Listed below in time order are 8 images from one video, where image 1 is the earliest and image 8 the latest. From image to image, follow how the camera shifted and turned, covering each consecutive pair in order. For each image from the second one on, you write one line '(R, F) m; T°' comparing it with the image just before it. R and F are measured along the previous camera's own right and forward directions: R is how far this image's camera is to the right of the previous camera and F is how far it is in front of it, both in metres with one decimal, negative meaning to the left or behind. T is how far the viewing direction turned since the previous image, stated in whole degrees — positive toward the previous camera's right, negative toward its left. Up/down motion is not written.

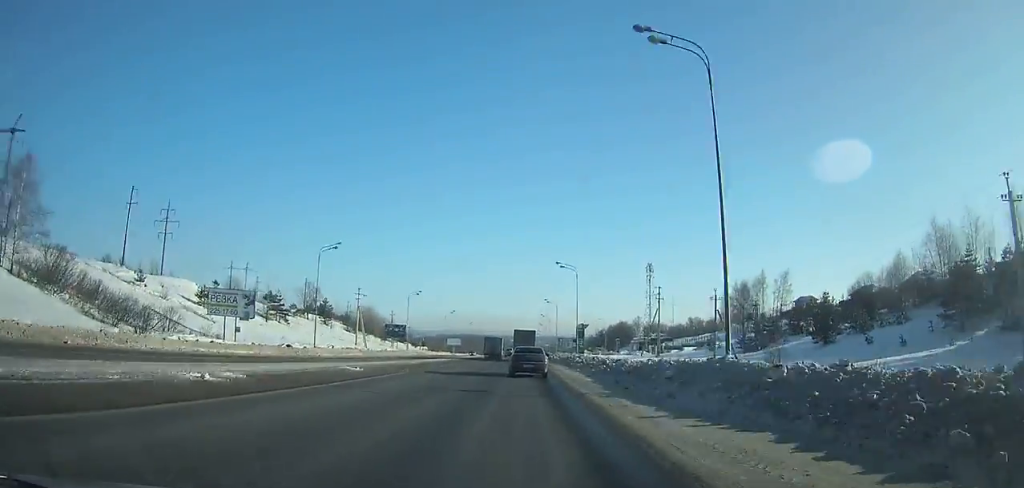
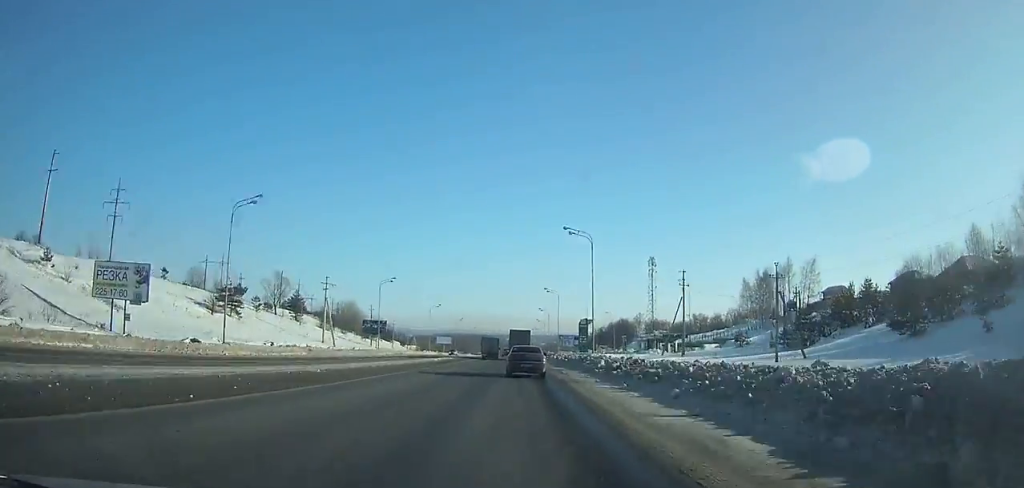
(0.0, +19.4) m; 0°
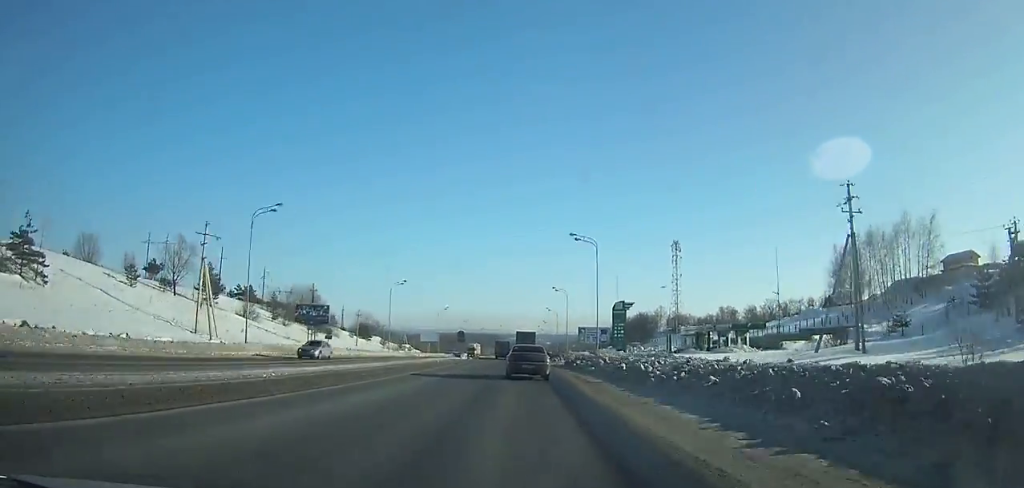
(-0.2, +46.2) m; 0°
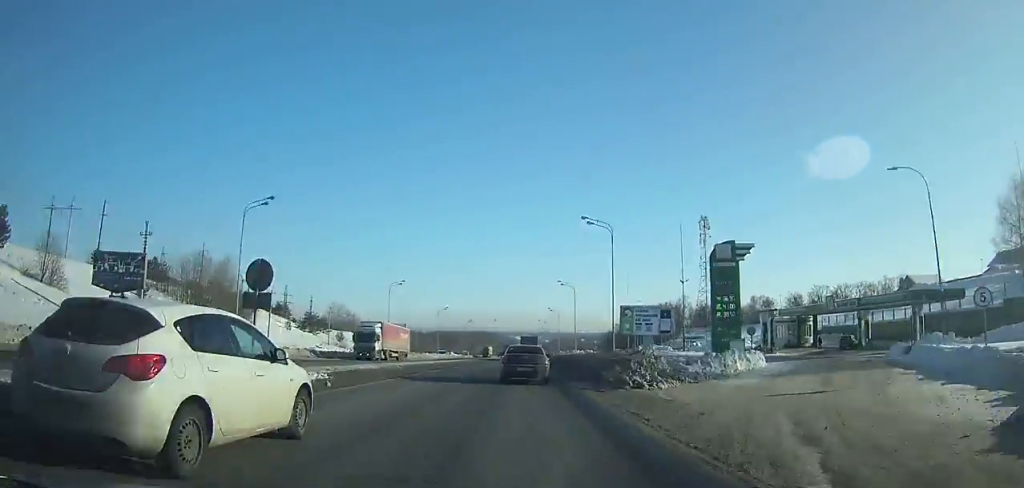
(+0.1, +52.7) m; 0°
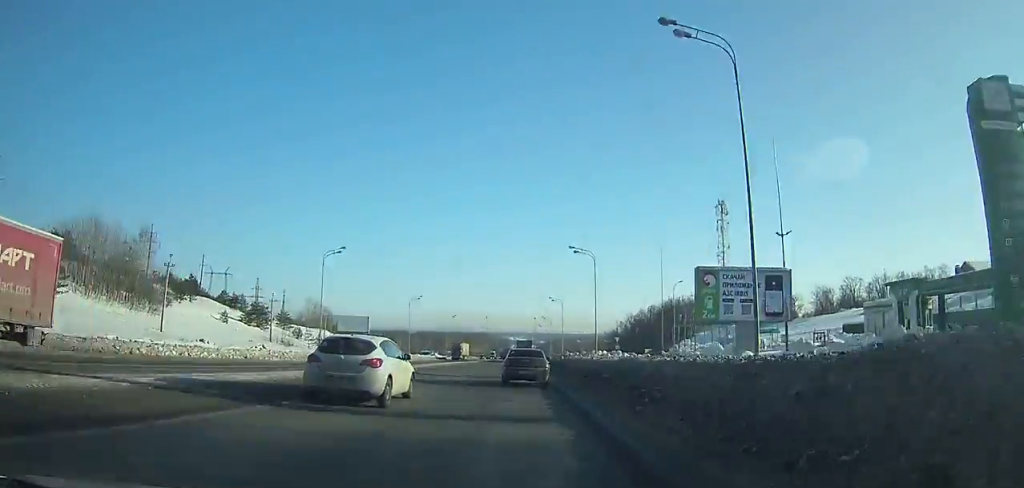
(0.0, +30.6) m; 0°
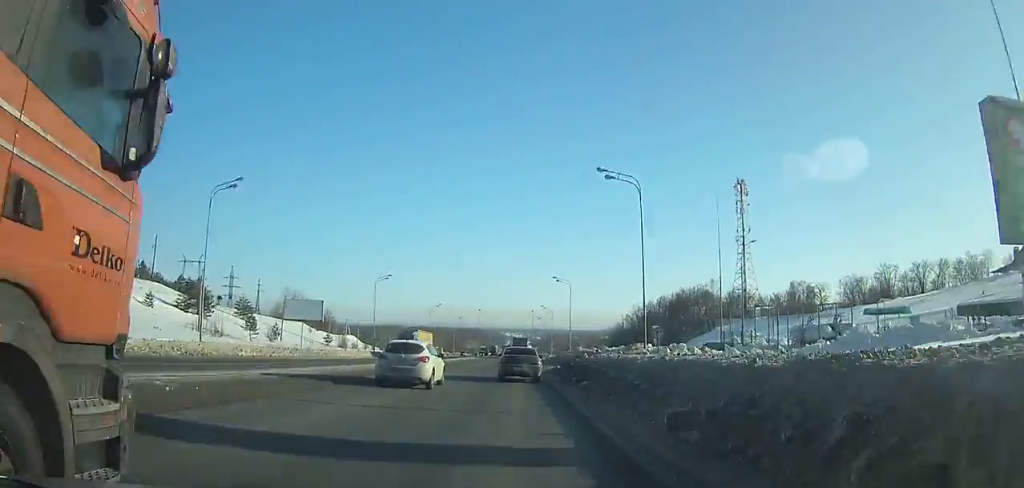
(0.0, +25.3) m; 0°
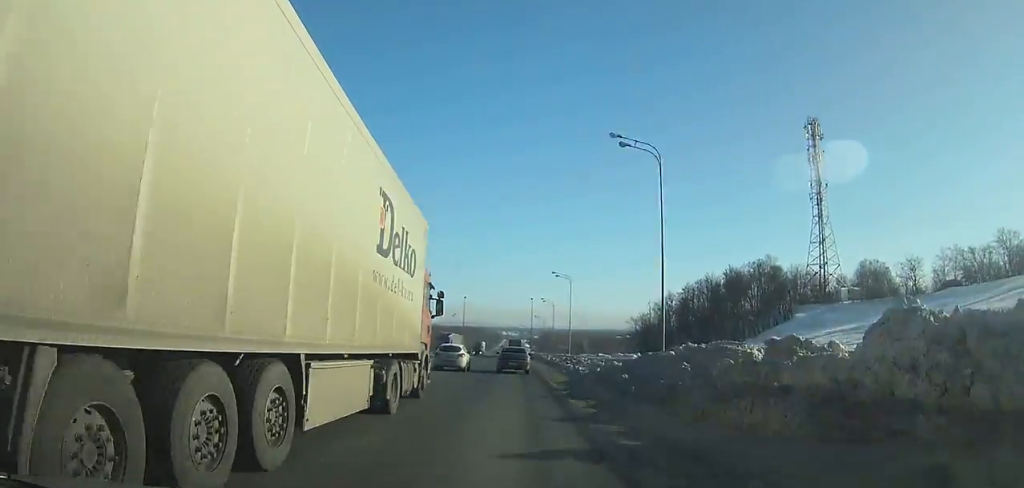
(+0.3, +57.1) m; +1°
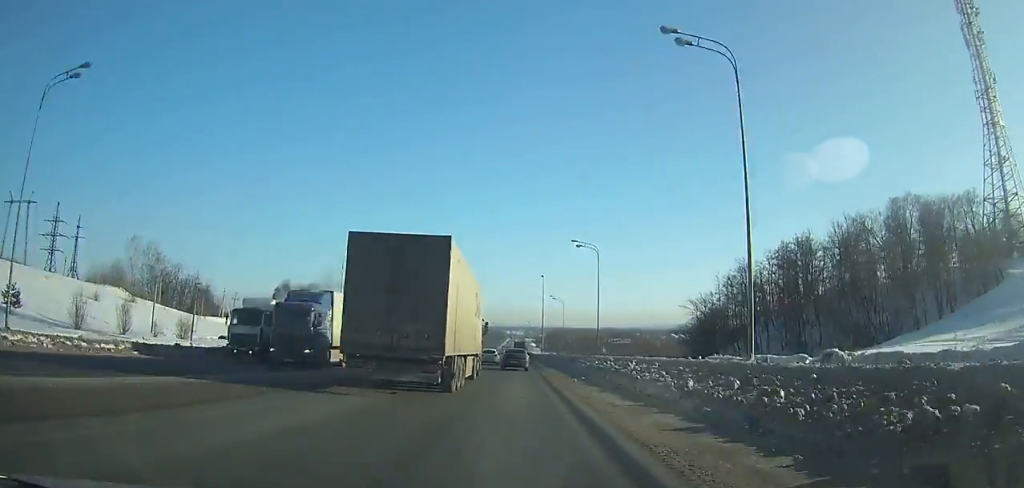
(+0.3, +62.4) m; 0°
